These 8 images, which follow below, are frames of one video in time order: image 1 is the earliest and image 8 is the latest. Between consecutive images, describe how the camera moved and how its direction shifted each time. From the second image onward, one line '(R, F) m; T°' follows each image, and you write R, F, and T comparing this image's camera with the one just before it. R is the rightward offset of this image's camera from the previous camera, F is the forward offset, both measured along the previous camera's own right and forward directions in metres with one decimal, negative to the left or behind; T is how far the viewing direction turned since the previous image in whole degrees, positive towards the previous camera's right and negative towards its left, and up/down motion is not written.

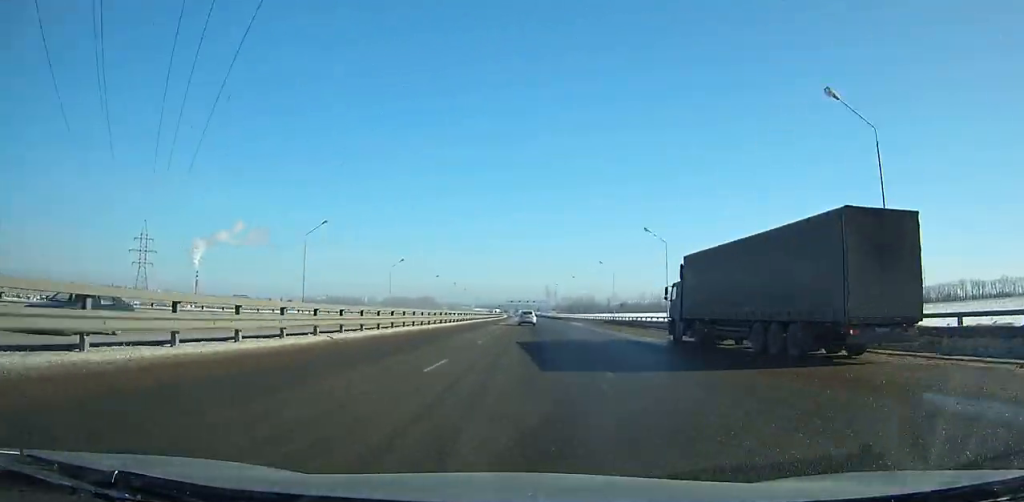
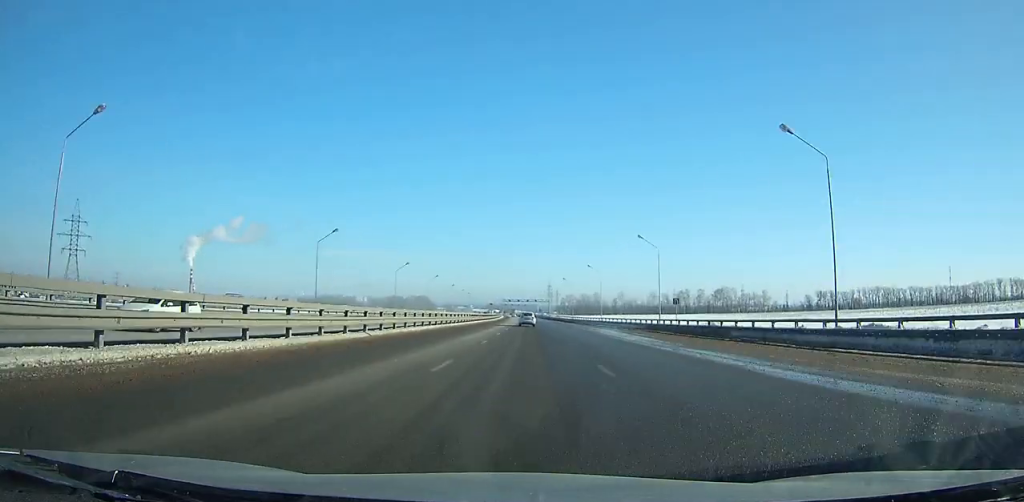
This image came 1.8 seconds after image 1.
(+0.6, +35.7) m; +1°
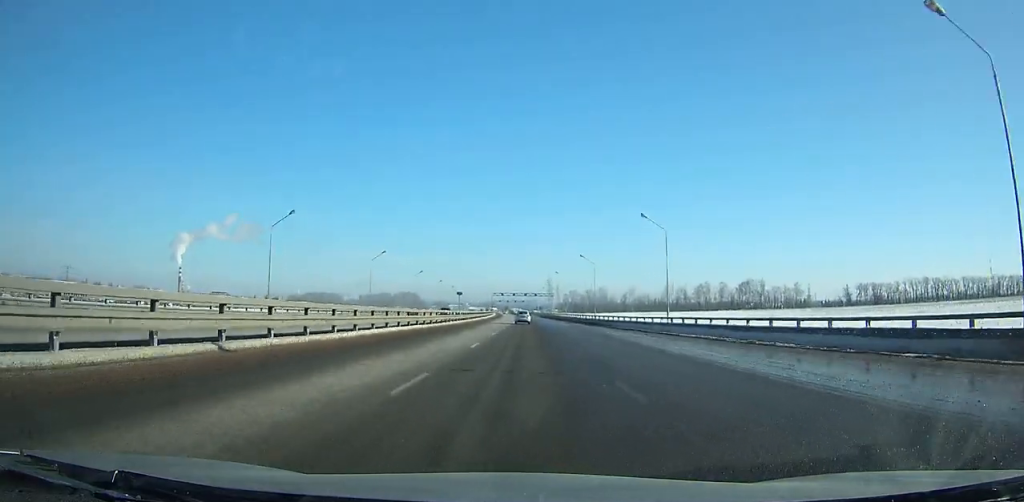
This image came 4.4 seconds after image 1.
(-0.1, +53.8) m; 0°
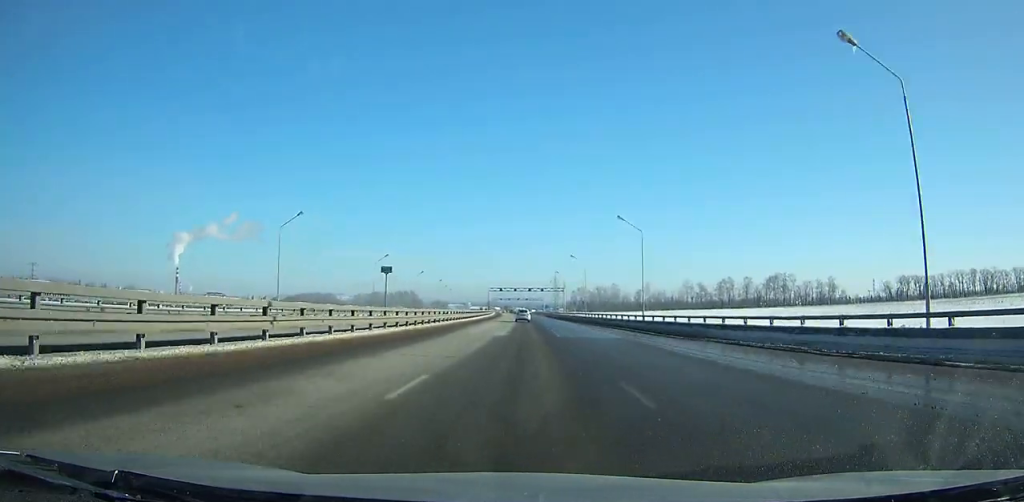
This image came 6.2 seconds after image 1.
(+0.1, +38.1) m; 0°
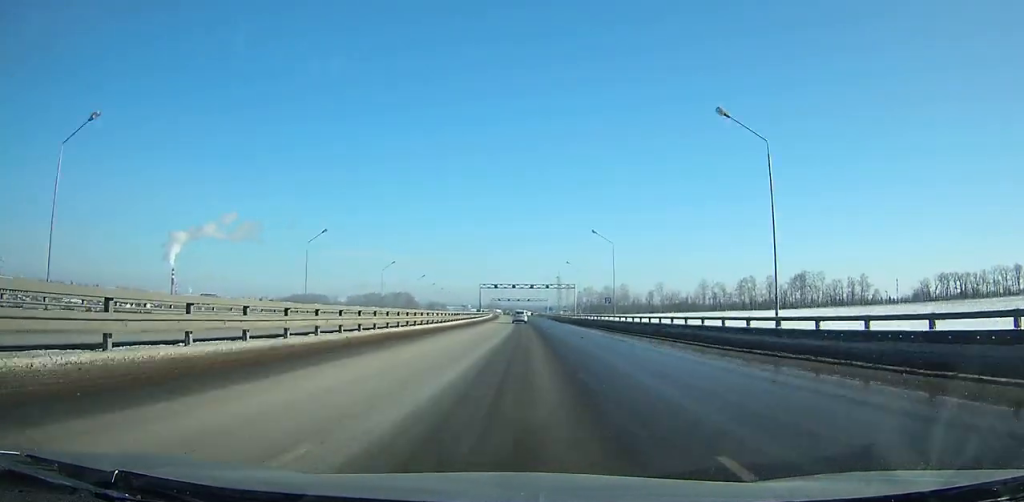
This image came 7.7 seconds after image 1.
(+0.2, +32.0) m; 0°
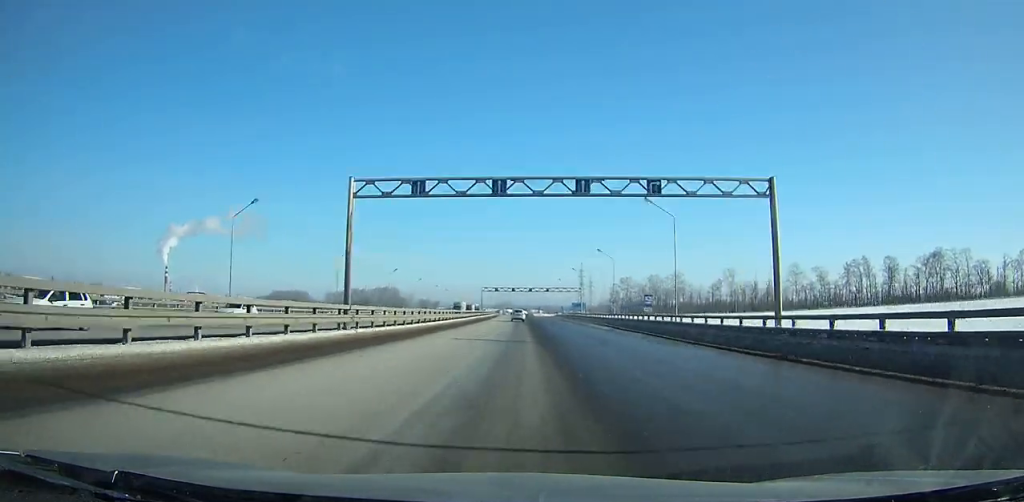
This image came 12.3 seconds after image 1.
(-1.3, +95.8) m; -2°
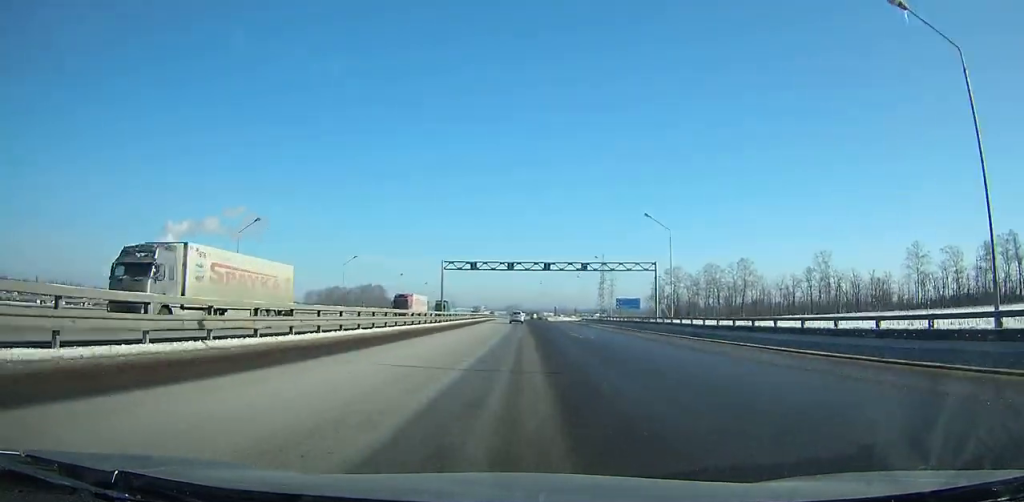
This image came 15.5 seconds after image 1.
(-0.6, +68.6) m; -1°
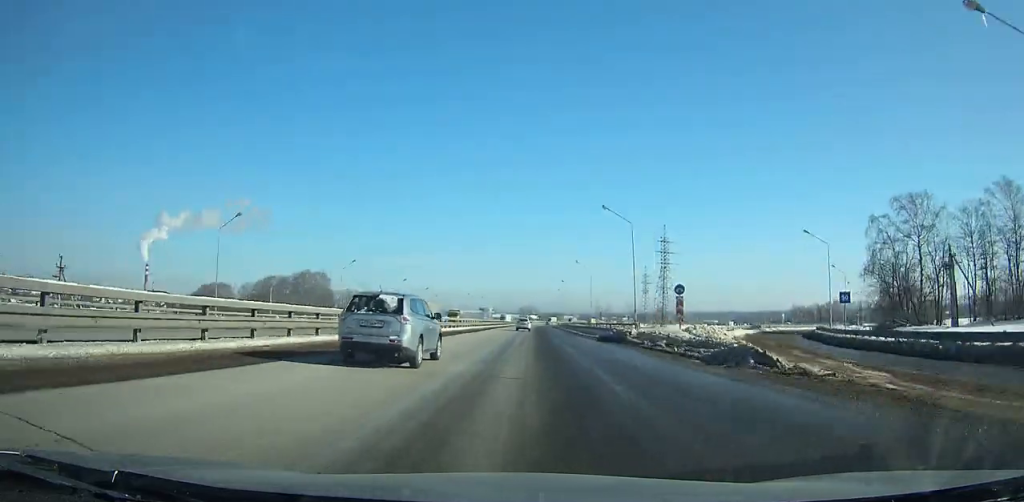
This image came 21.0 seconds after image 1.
(-1.9, +122.9) m; -1°
